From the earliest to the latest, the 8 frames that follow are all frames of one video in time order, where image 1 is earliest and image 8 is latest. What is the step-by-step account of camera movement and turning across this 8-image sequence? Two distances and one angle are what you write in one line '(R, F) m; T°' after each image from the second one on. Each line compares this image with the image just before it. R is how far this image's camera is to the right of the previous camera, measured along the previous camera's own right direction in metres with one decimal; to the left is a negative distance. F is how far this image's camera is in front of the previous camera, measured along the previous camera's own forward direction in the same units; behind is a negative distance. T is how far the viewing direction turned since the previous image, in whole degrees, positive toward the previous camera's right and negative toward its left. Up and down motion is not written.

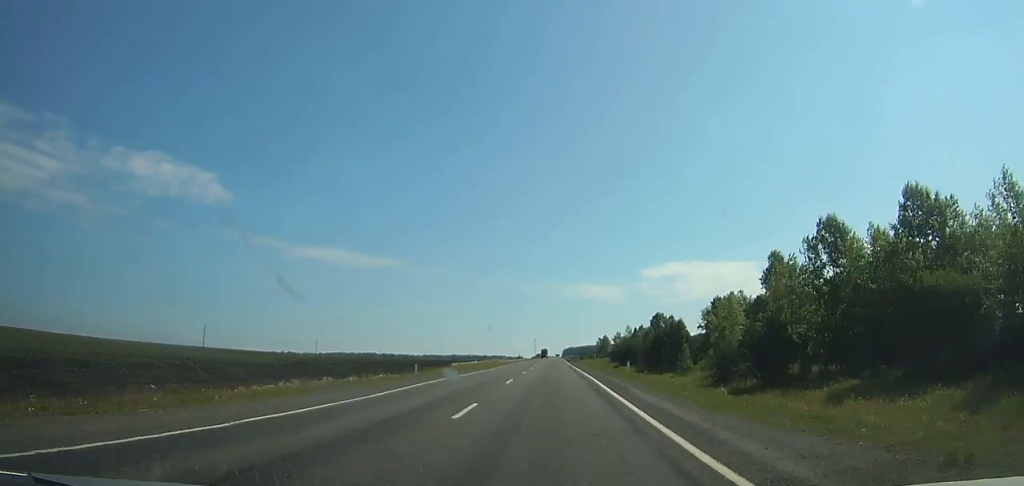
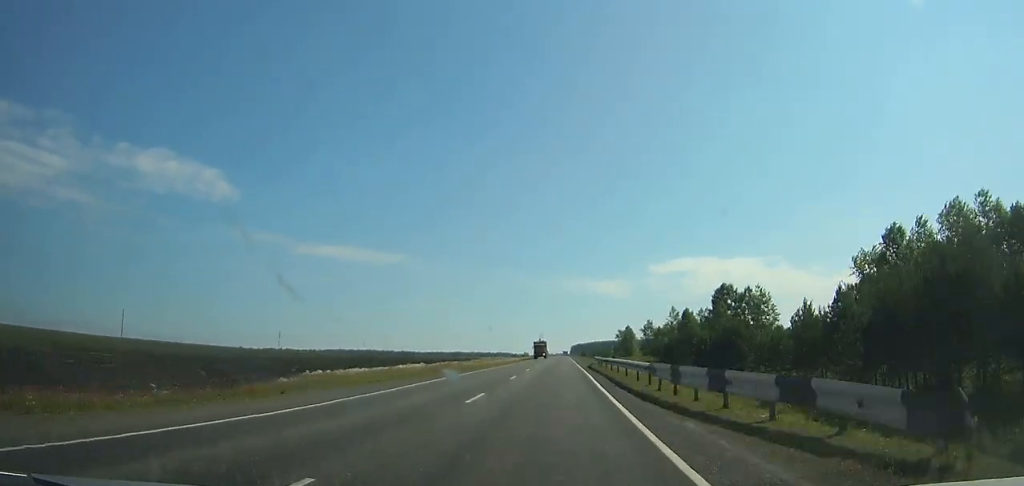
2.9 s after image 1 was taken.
(0.0, +81.6) m; 0°
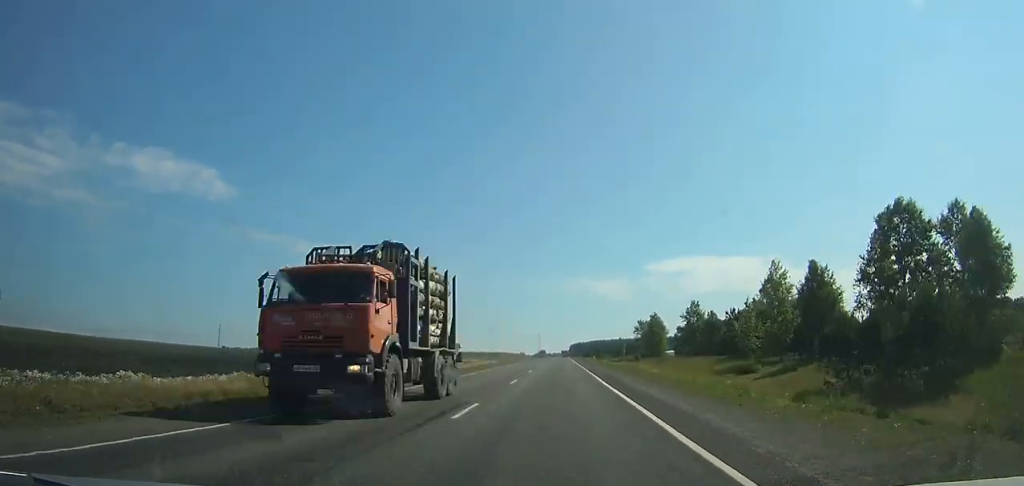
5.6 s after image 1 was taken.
(-0.2, +76.4) m; 0°
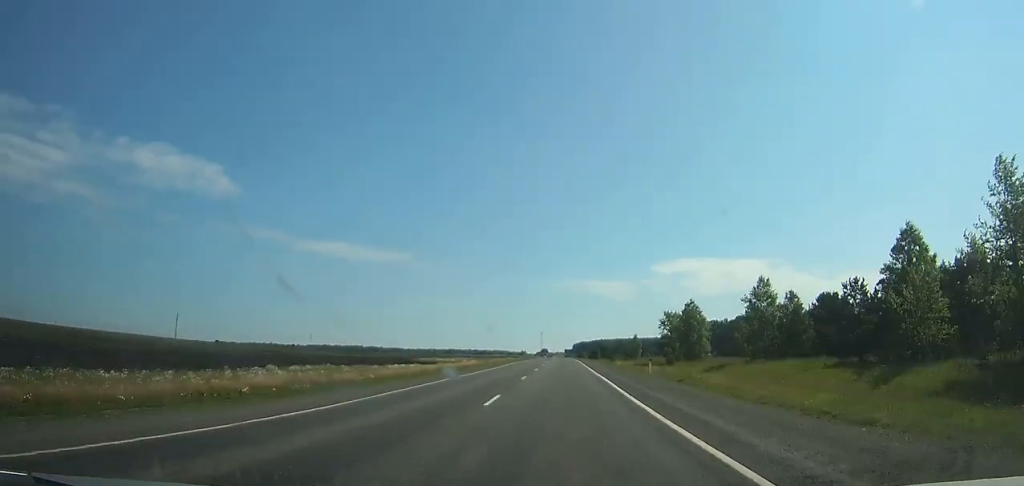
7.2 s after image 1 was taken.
(0.0, +45.4) m; 0°
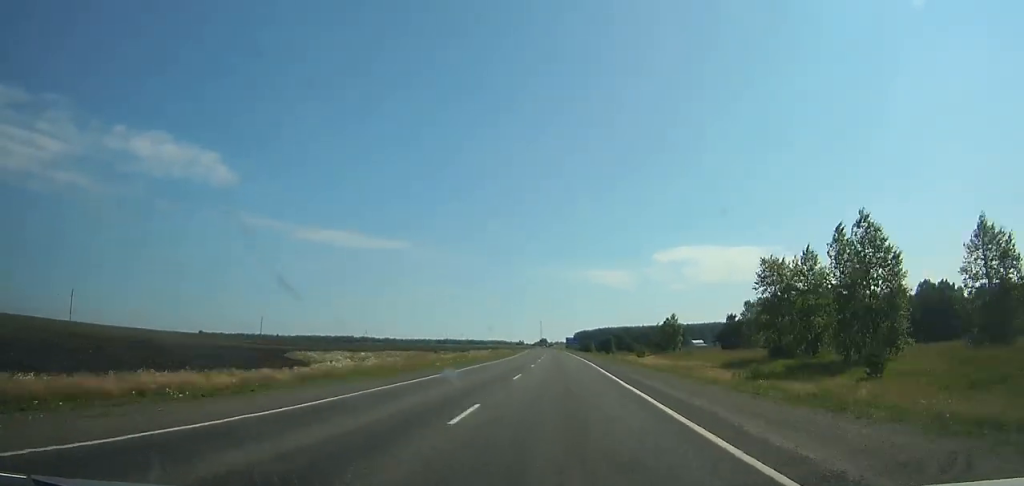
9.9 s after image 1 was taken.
(0.0, +77.1) m; 0°
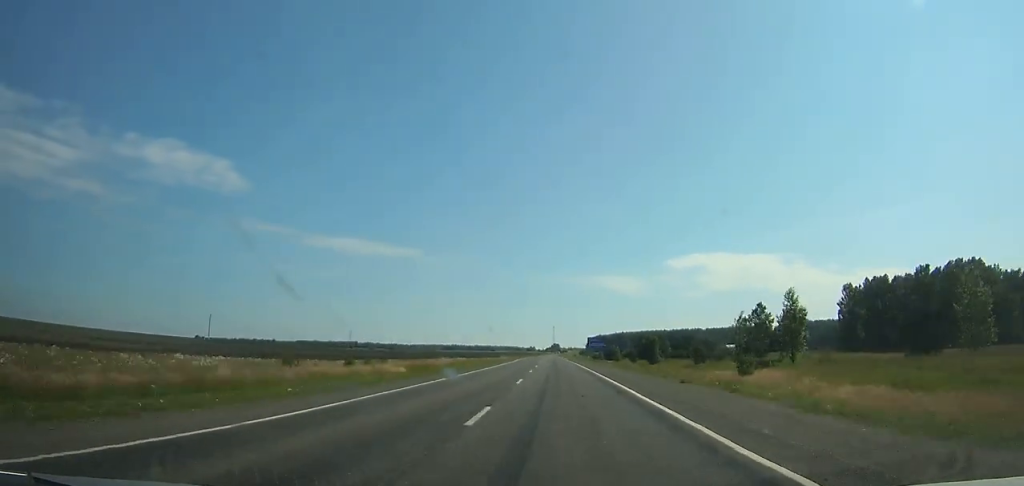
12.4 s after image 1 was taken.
(-0.4, +71.8) m; -1°
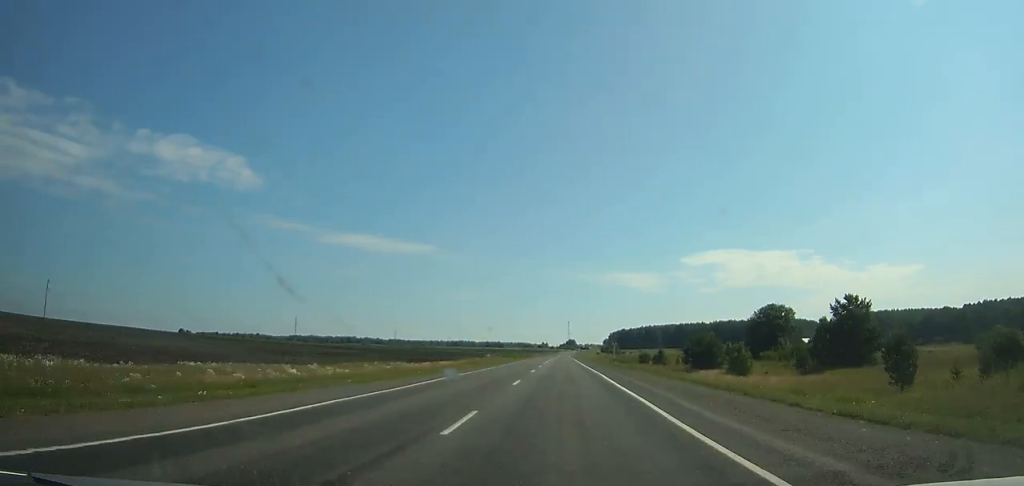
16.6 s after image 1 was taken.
(-1.6, +121.2) m; -1°
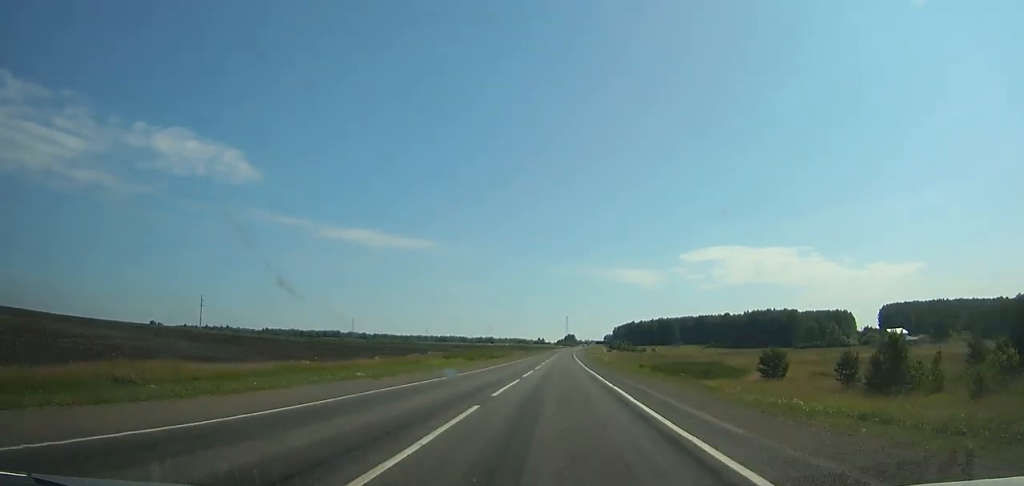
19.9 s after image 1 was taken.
(-0.3, +95.7) m; 0°
